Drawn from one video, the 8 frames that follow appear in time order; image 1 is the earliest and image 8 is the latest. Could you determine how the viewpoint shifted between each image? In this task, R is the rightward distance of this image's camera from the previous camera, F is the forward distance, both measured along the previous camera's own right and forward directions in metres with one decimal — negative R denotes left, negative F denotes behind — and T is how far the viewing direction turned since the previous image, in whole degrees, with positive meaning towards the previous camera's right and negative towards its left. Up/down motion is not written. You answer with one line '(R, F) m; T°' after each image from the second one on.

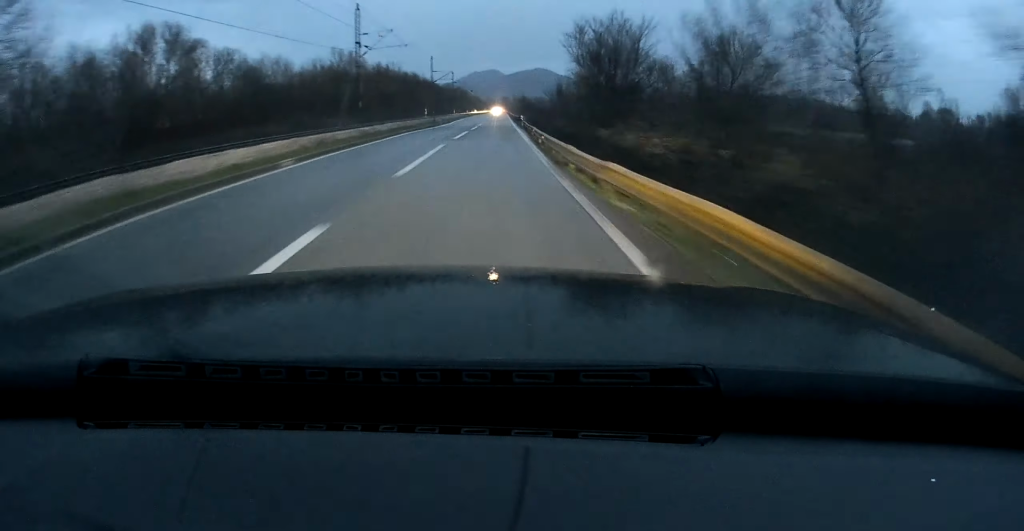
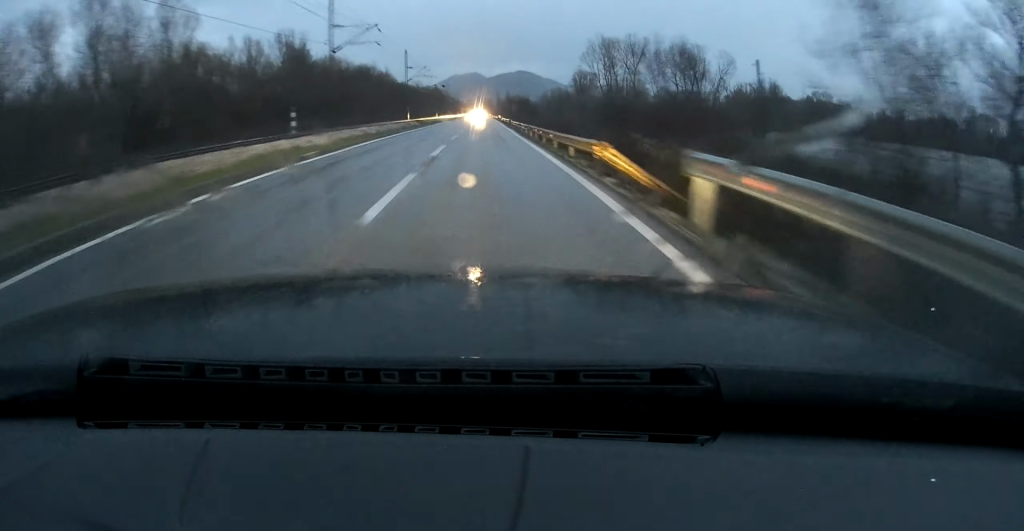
(+0.9, +60.8) m; +1°
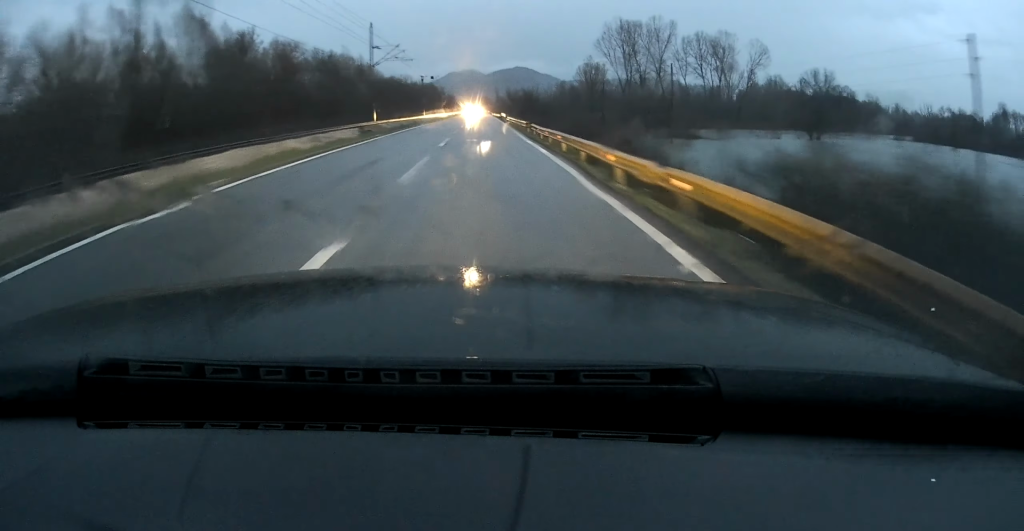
(+0.1, +27.0) m; 0°
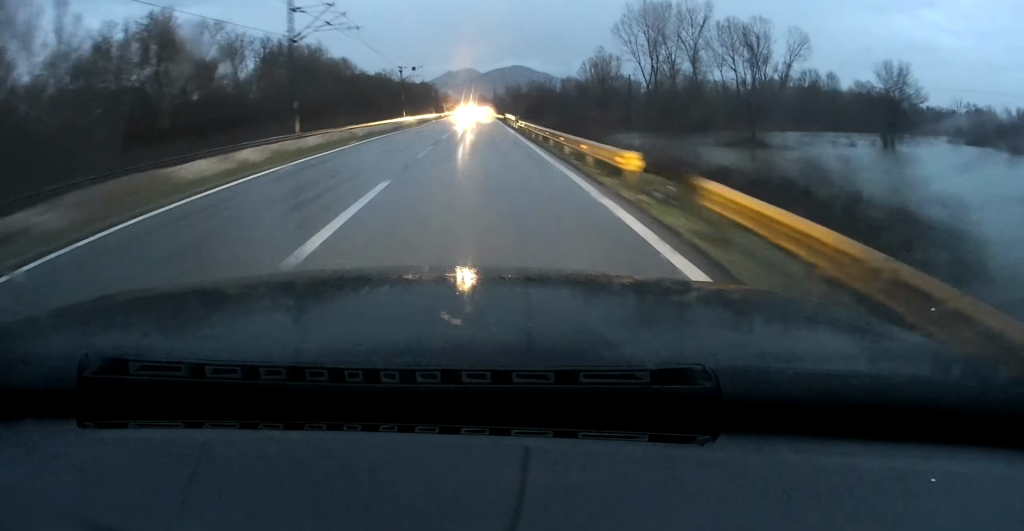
(+0.1, +26.2) m; 0°
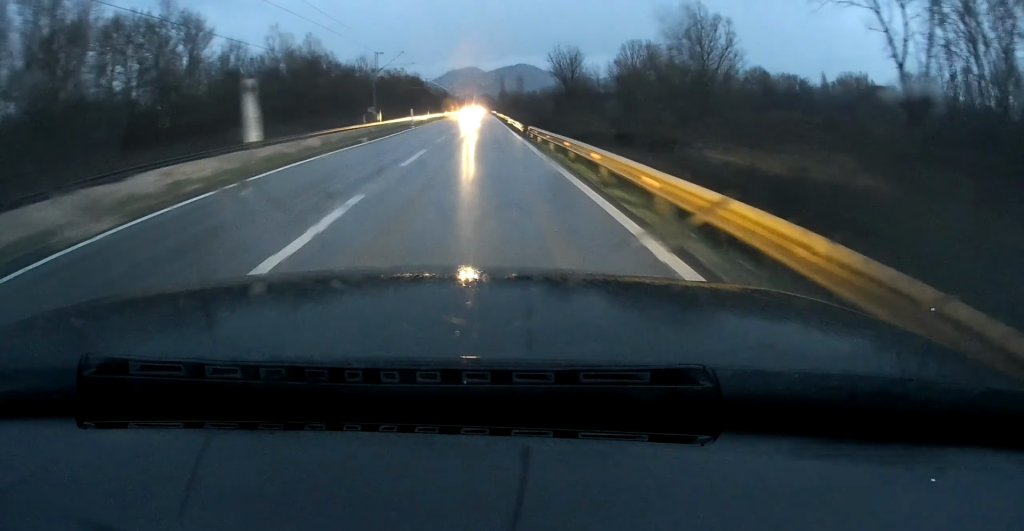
(+0.3, +83.4) m; 0°
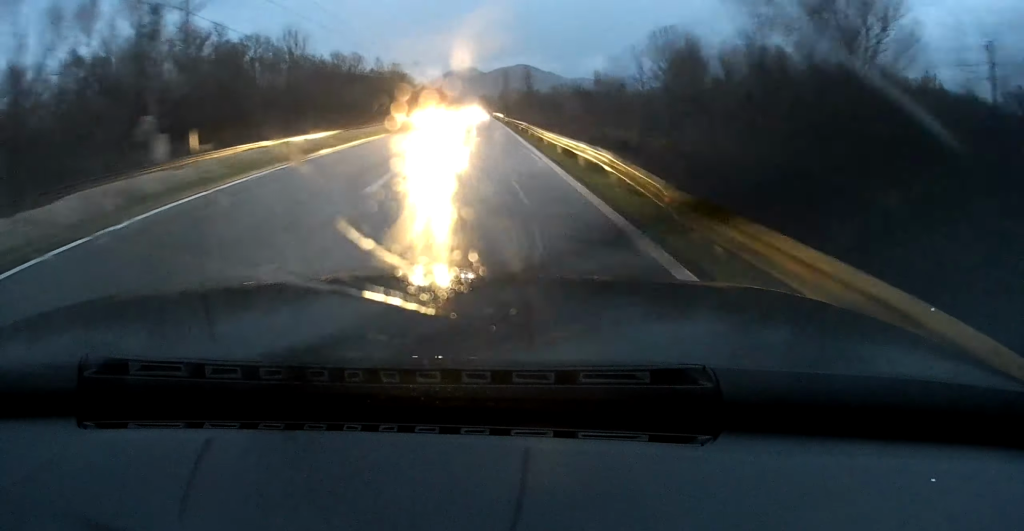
(0.0, +45.4) m; 0°
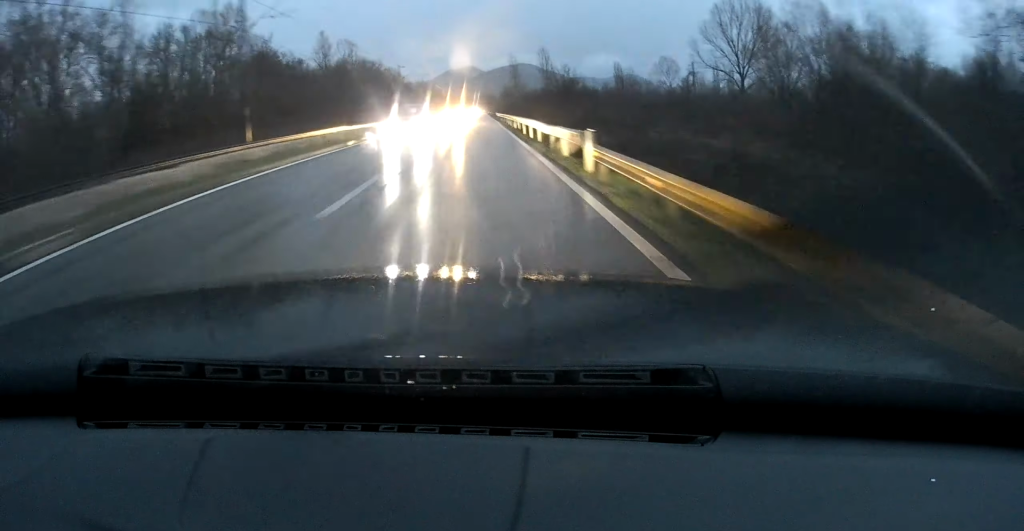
(-0.1, +53.4) m; 0°
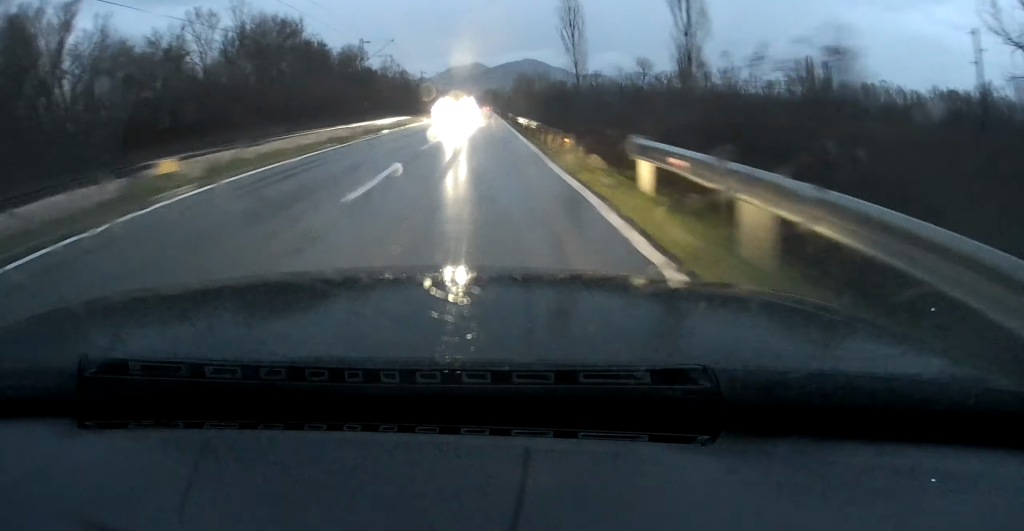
(0.0, +91.4) m; 0°
